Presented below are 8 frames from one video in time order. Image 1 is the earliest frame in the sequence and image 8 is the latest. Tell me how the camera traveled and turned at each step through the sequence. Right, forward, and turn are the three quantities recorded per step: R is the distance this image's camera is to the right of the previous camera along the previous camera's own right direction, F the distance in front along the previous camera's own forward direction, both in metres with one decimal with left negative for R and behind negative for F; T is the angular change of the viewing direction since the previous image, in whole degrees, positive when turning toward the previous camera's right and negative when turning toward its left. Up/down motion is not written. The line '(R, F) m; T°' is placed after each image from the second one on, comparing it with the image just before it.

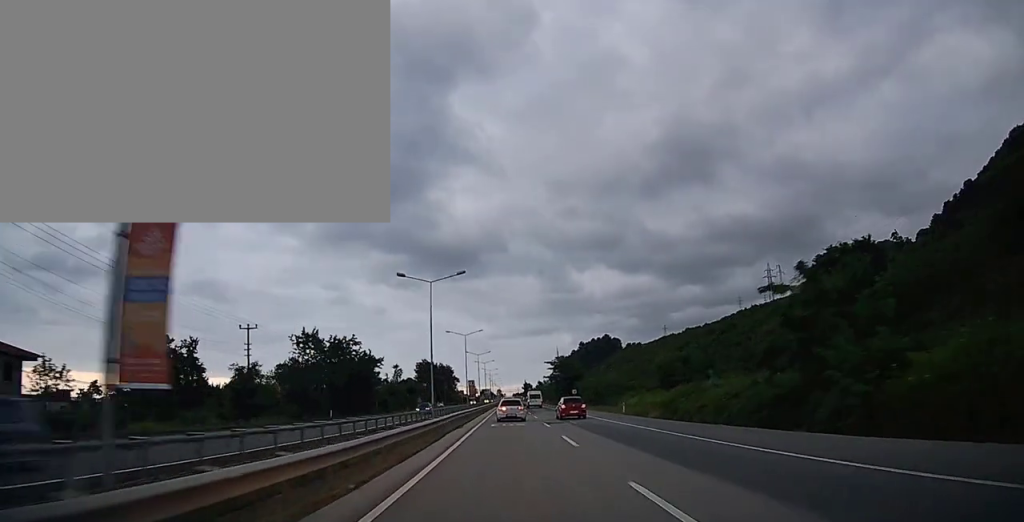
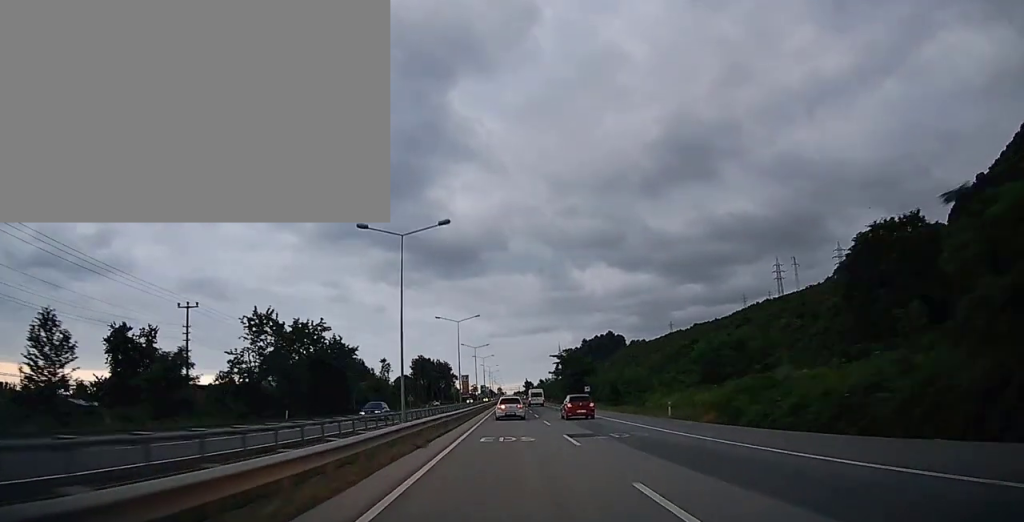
(0.0, +11.9) m; 0°
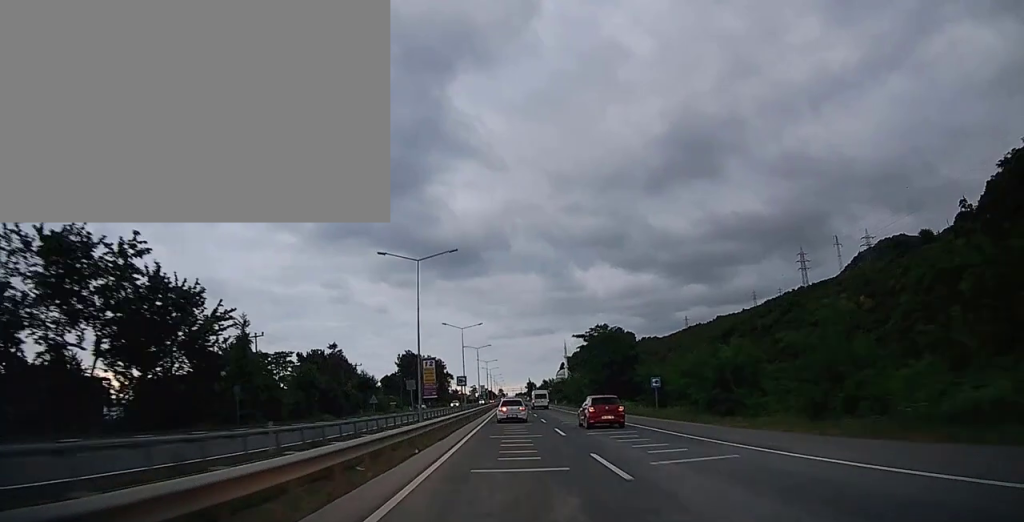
(+0.2, +30.0) m; 0°
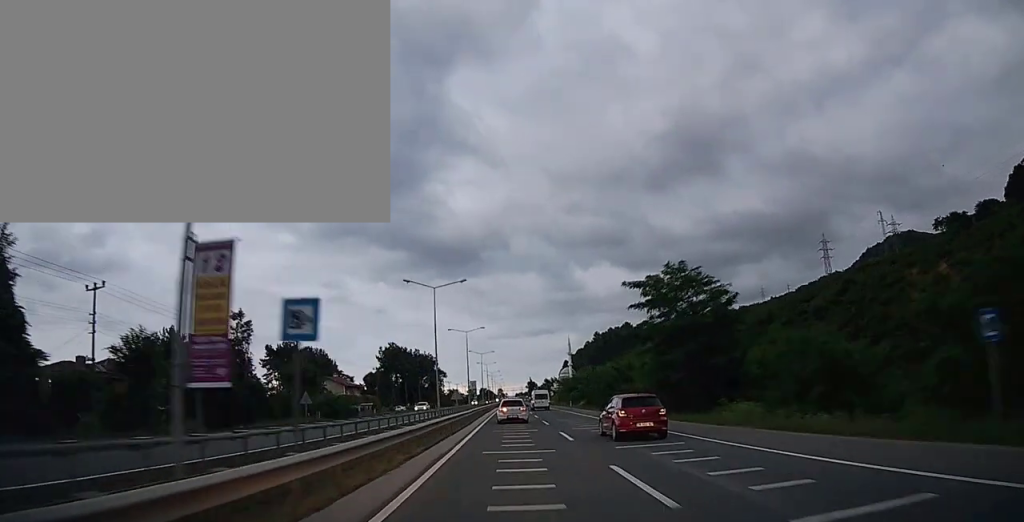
(-0.1, +26.1) m; 0°
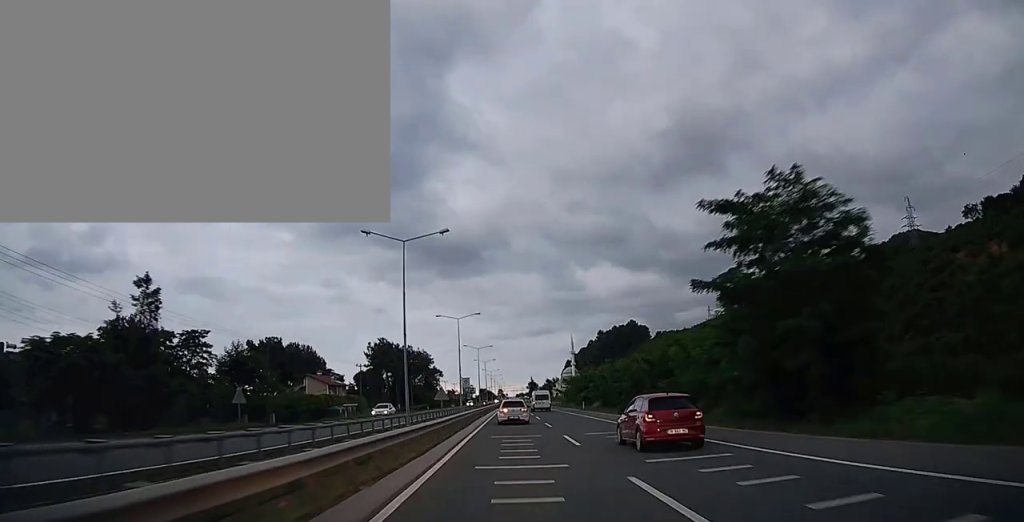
(-0.1, +13.4) m; 0°
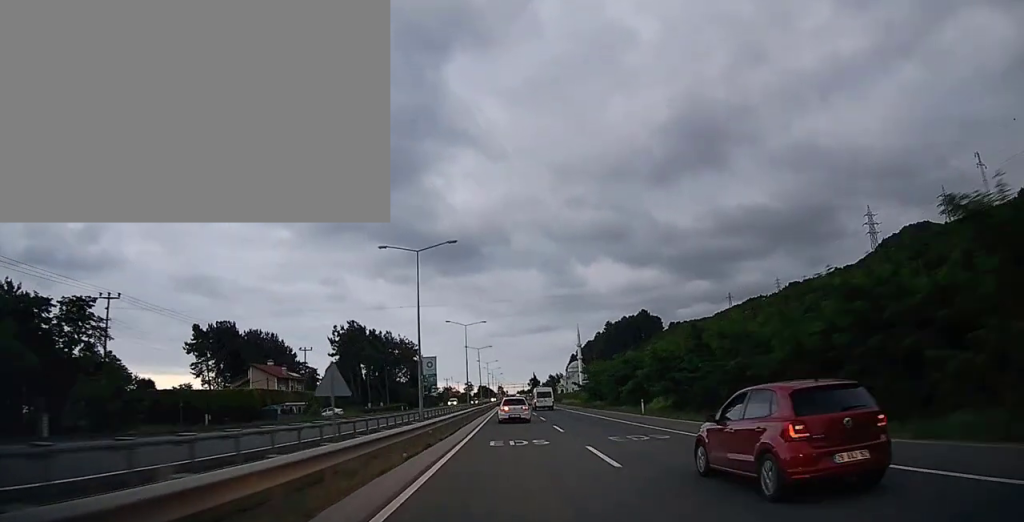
(+0.2, +29.4) m; 0°
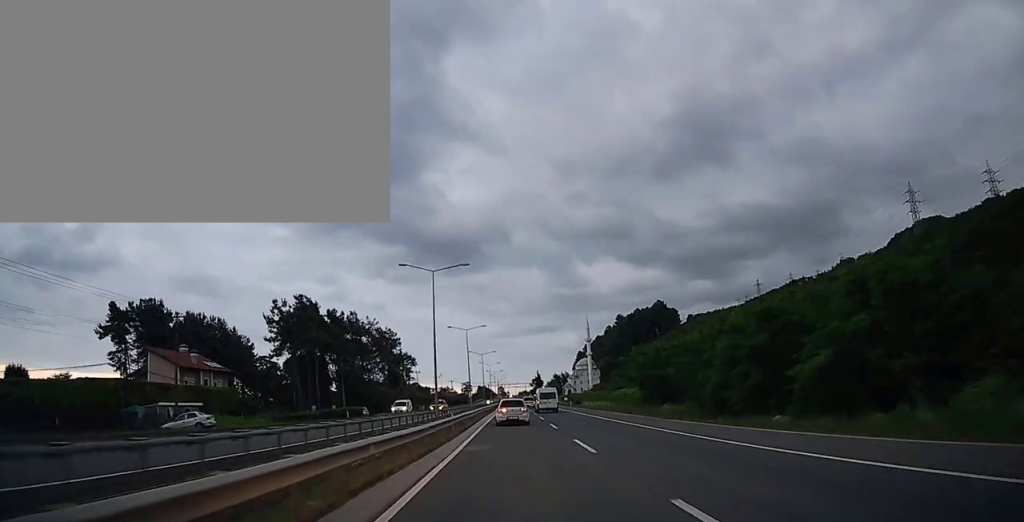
(-0.2, +31.8) m; 0°
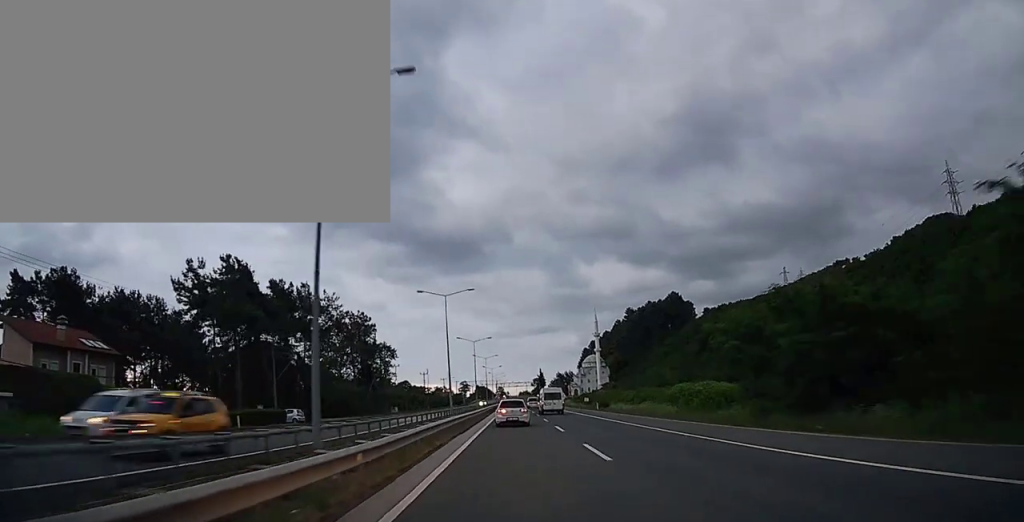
(0.0, +25.5) m; 0°
